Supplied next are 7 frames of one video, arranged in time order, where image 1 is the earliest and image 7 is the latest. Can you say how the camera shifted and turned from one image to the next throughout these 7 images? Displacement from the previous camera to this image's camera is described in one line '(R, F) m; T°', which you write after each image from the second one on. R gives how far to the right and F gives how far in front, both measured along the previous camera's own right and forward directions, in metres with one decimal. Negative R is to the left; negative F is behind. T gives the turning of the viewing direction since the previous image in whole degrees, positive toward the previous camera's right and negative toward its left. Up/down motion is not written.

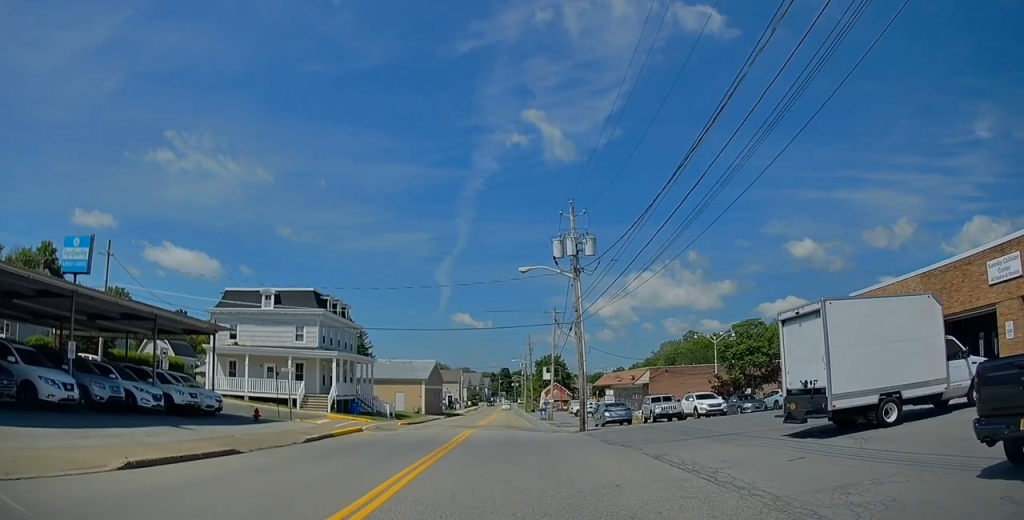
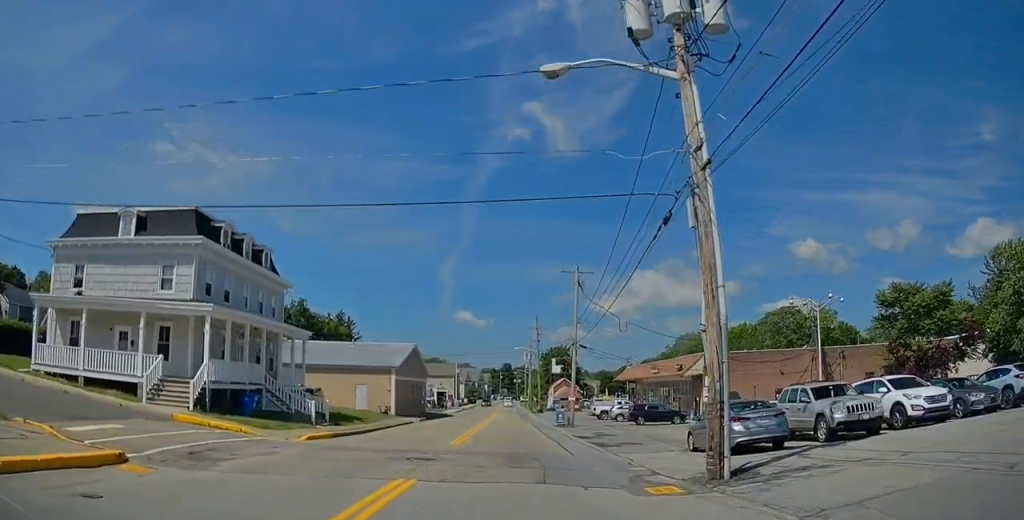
(-0.4, +21.8) m; -1°
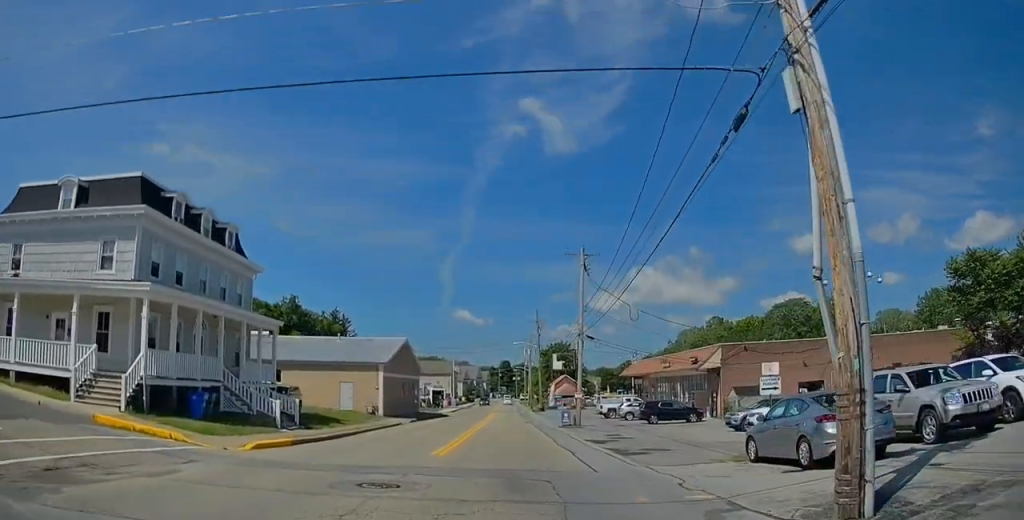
(-0.2, +5.0) m; 0°
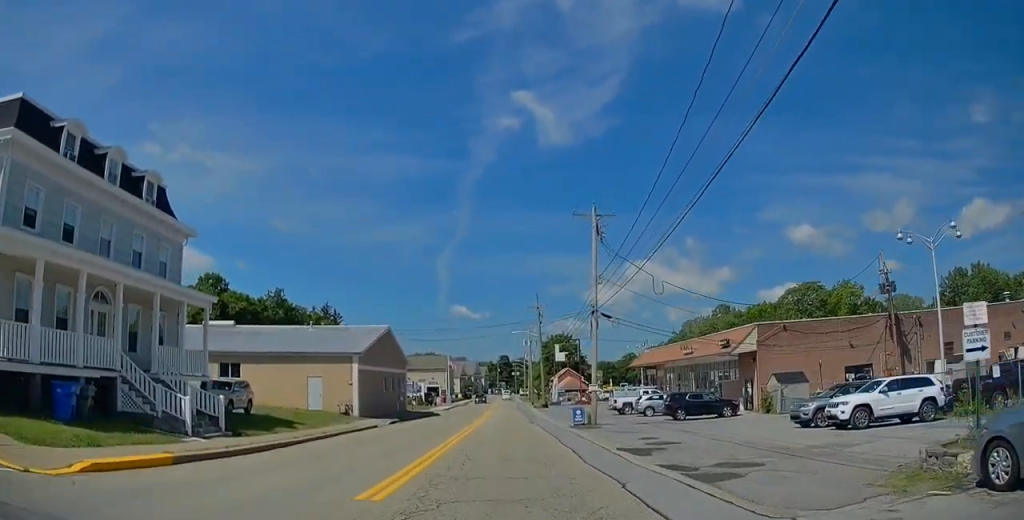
(+0.2, +8.2) m; 0°
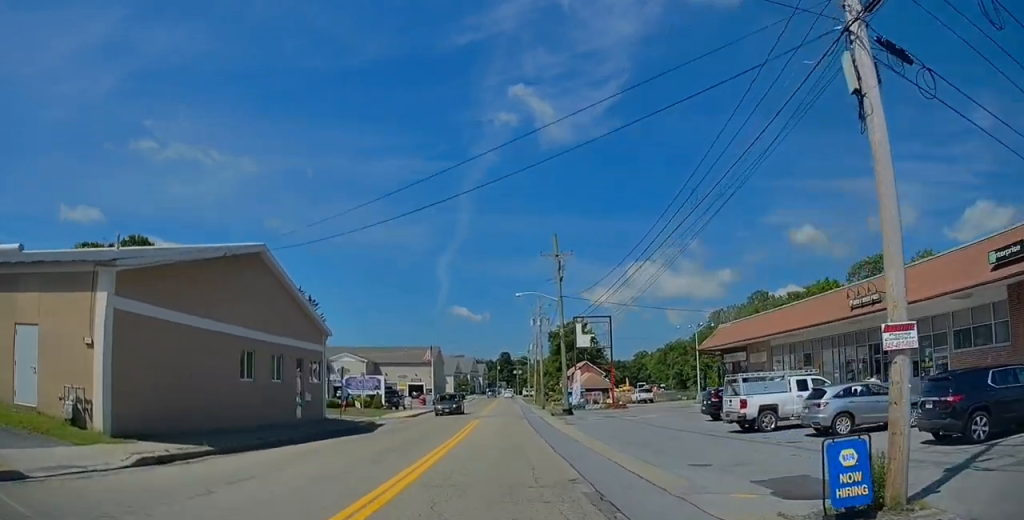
(+0.1, +28.3) m; -1°
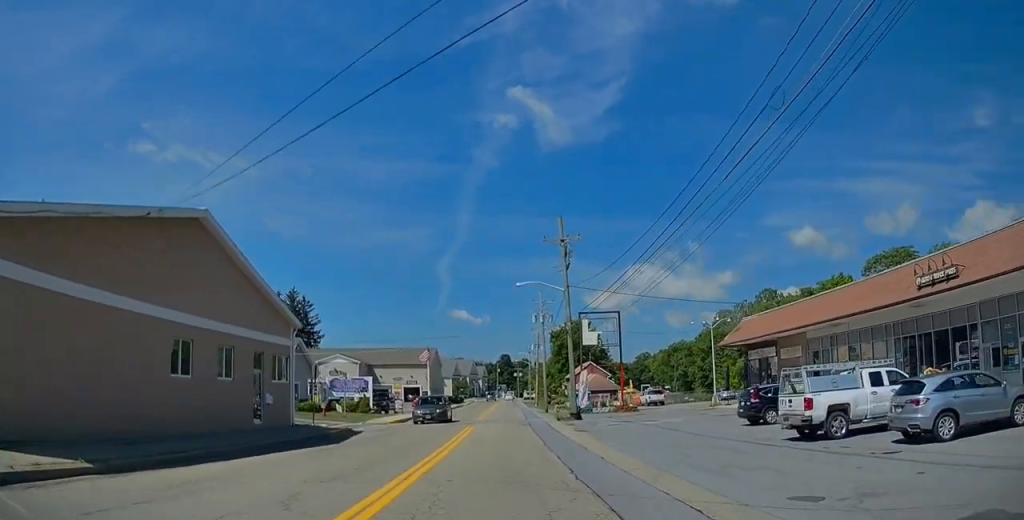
(-0.2, +5.6) m; 0°
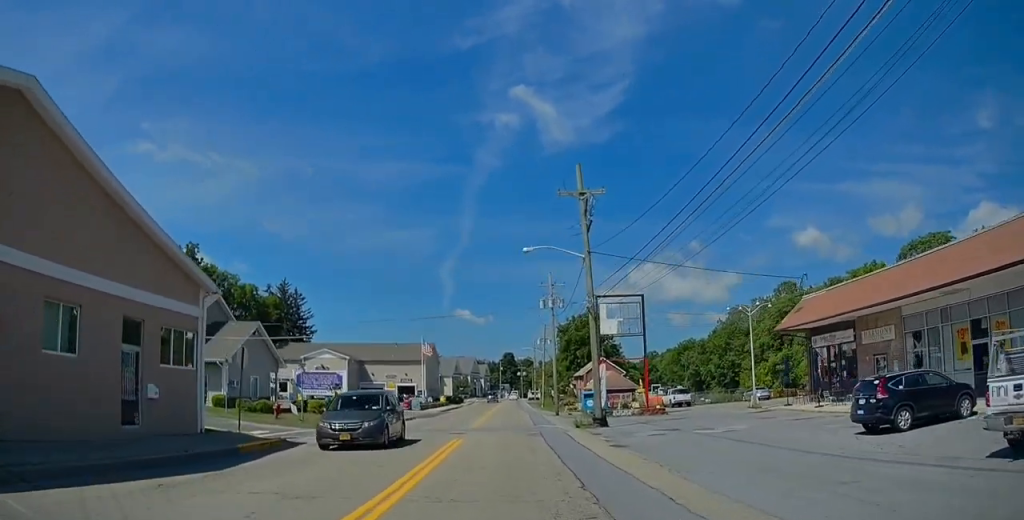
(-0.3, +9.7) m; 0°
